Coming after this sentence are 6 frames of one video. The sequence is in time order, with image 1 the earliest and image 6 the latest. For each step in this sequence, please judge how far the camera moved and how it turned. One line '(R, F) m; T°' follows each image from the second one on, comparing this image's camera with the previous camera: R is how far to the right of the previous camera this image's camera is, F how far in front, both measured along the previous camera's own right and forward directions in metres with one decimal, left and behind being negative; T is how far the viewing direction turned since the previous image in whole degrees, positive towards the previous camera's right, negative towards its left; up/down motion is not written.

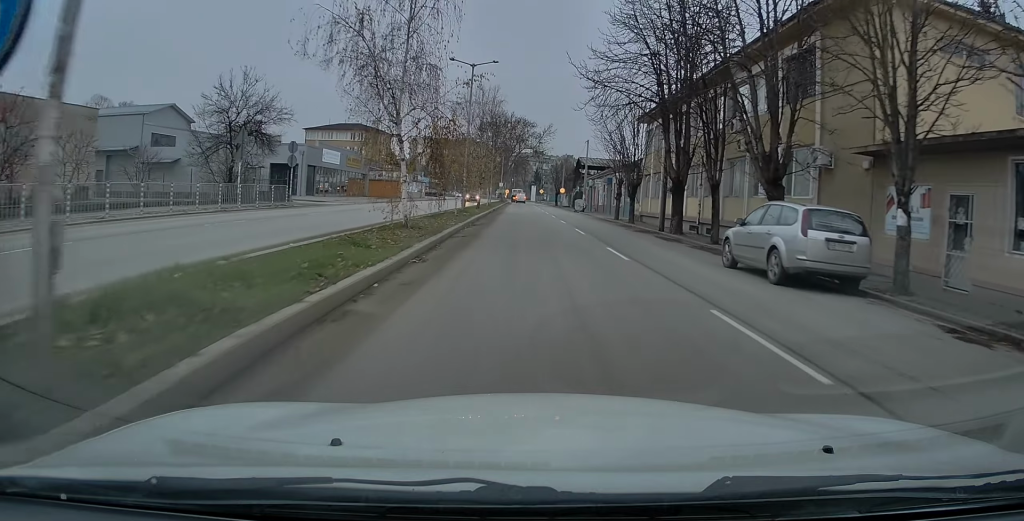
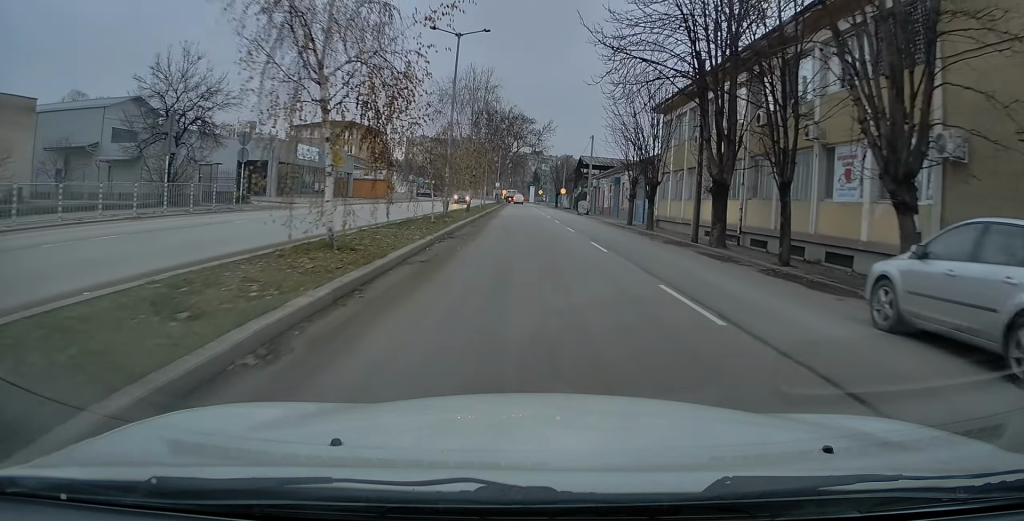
(0.0, +6.8) m; -1°
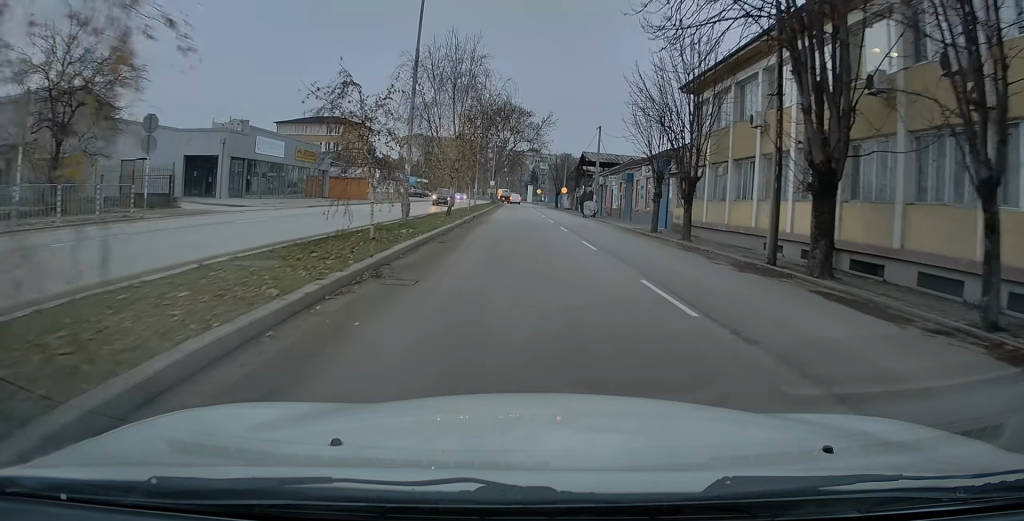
(-0.1, +8.3) m; -1°
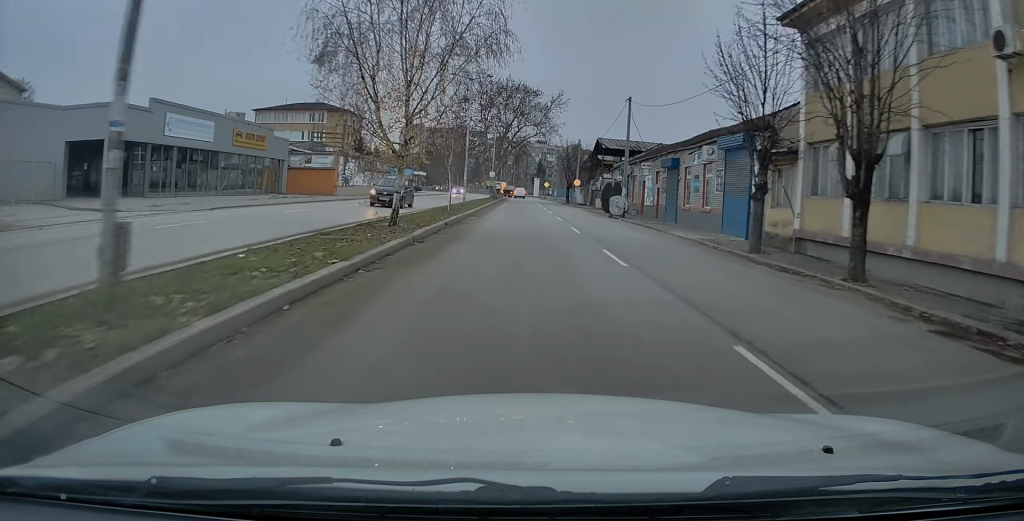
(+0.1, +13.3) m; 0°
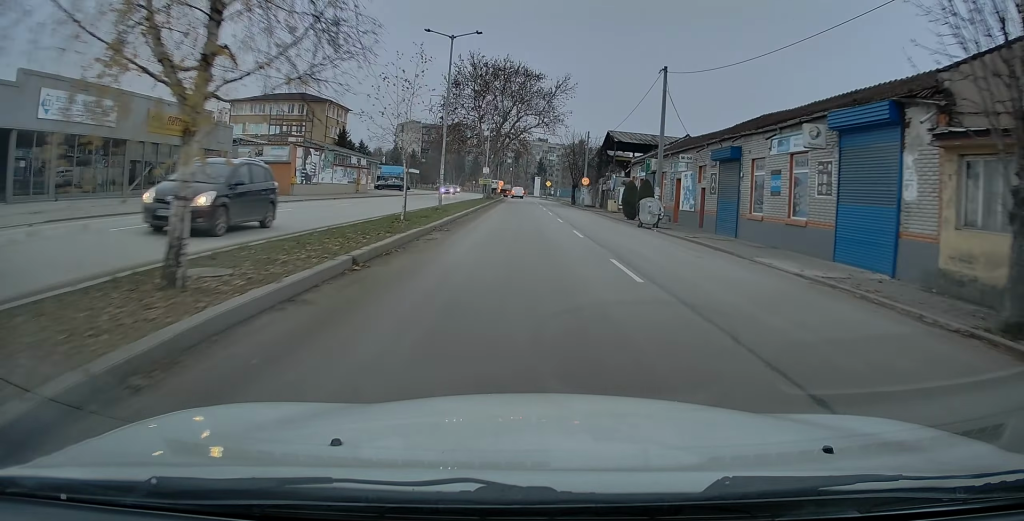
(0.0, +10.8) m; 0°
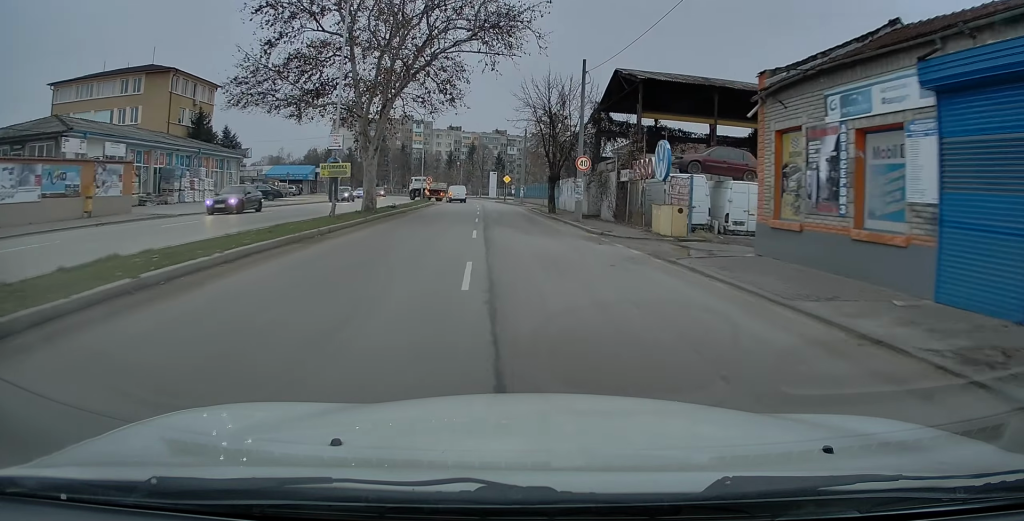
(+1.2, +36.9) m; +1°
